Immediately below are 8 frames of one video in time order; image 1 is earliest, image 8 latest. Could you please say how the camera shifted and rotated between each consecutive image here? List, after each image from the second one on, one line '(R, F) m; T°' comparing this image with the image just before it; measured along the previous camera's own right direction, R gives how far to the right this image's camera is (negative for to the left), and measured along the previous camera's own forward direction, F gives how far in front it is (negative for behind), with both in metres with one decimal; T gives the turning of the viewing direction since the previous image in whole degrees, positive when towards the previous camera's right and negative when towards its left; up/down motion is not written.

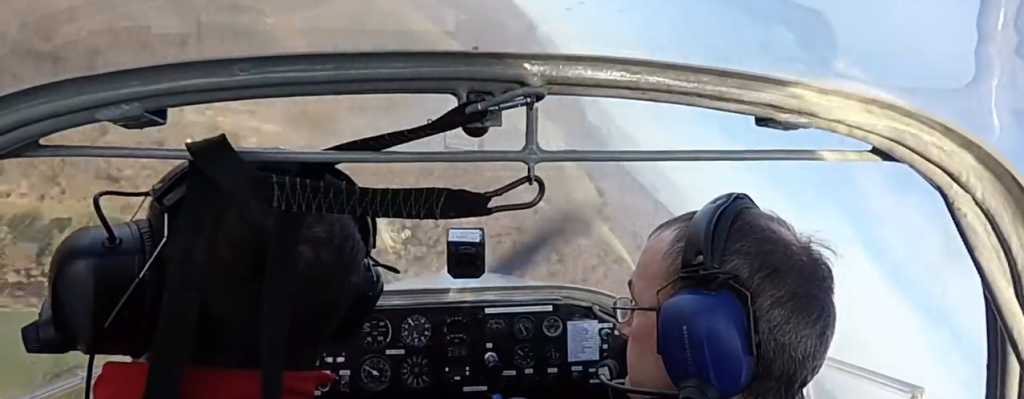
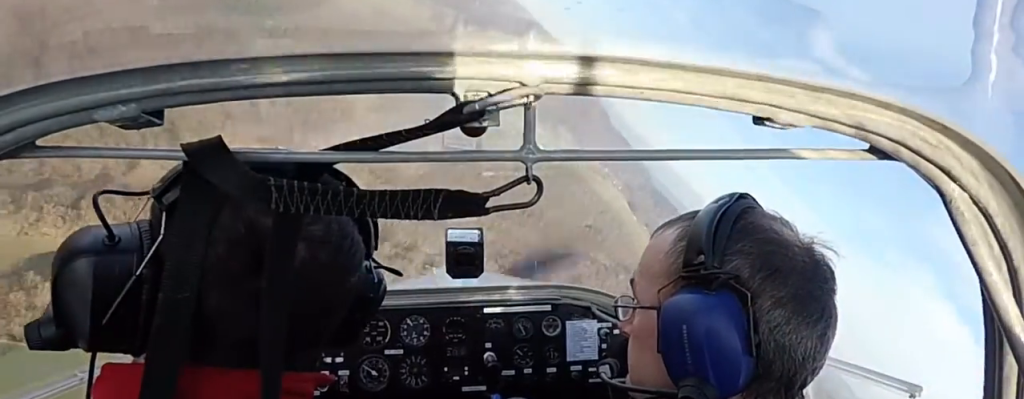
(+0.2, +12.9) m; -6°
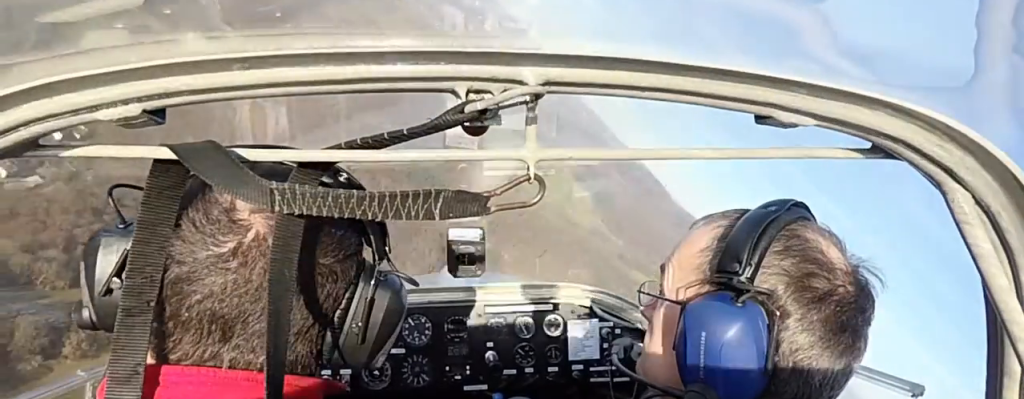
(-9.9, +35.9) m; -31°
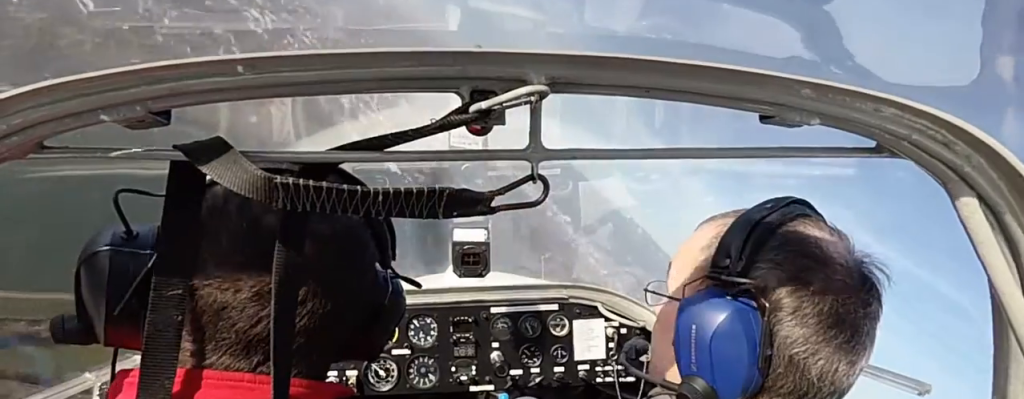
(-22.1, +63.1) m; -38°
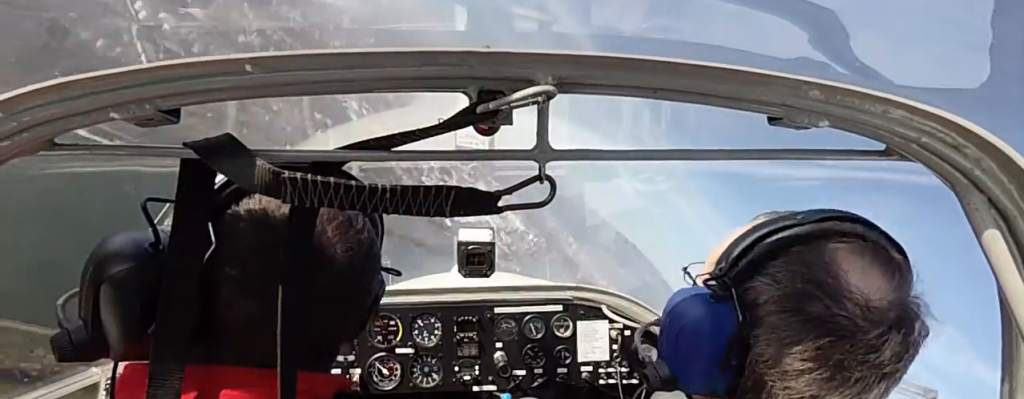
(-4.3, +22.1) m; -11°
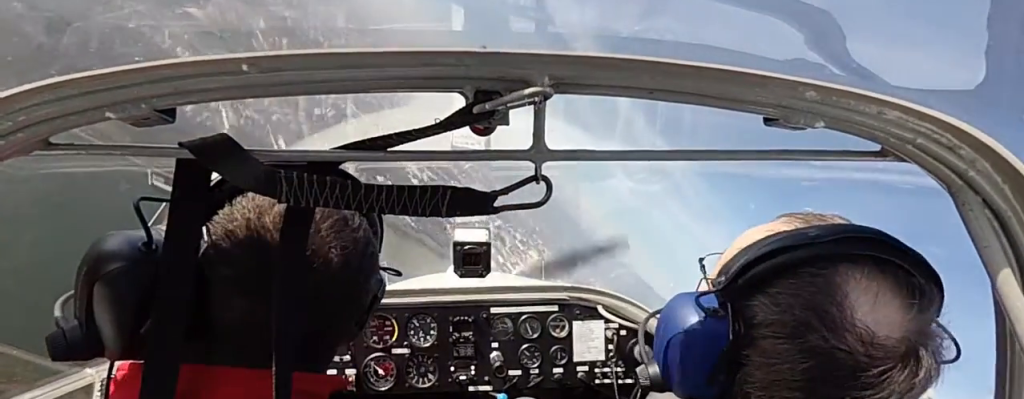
(+0.1, +18.8) m; -1°
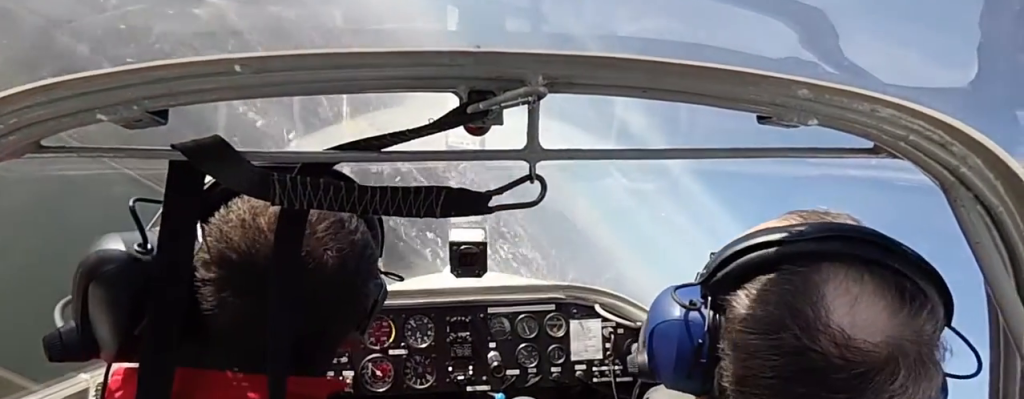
(+0.4, +15.9) m; -1°
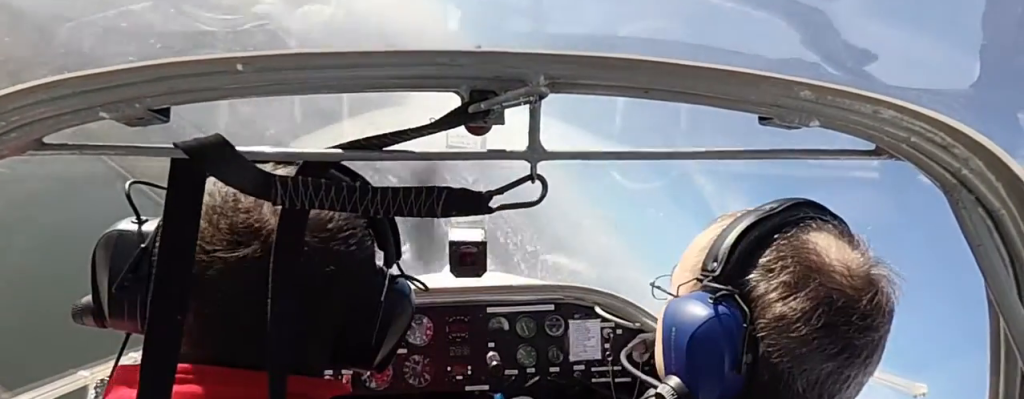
(-1.2, +33.5) m; -14°
